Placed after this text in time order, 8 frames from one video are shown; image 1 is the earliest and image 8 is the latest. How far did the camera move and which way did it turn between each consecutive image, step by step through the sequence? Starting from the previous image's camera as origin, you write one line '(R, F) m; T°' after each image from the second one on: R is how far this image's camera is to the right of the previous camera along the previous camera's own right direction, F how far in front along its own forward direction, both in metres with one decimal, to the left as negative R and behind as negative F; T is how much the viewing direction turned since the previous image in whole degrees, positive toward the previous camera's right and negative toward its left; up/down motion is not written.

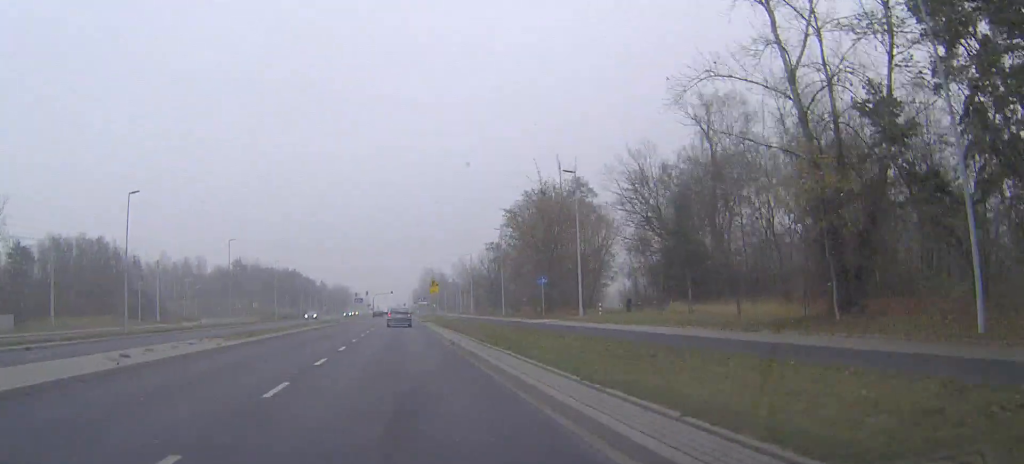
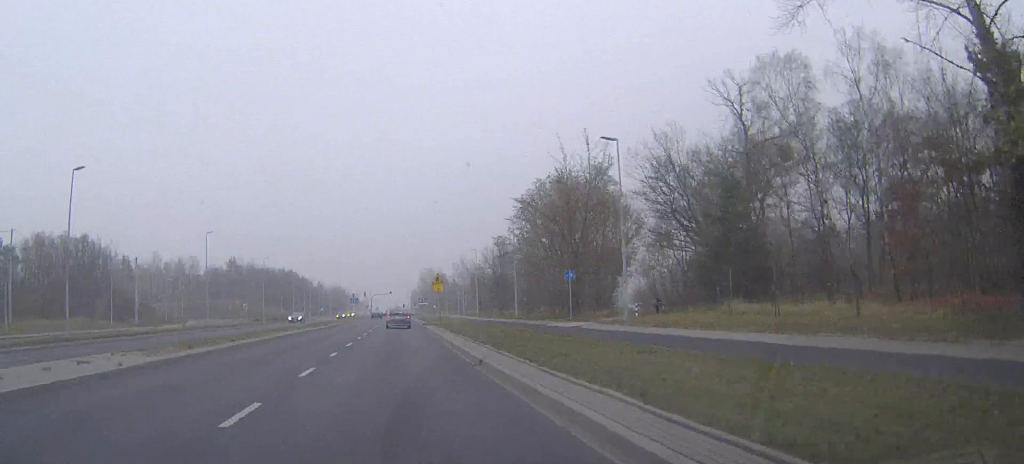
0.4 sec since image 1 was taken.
(0.0, +7.9) m; 0°
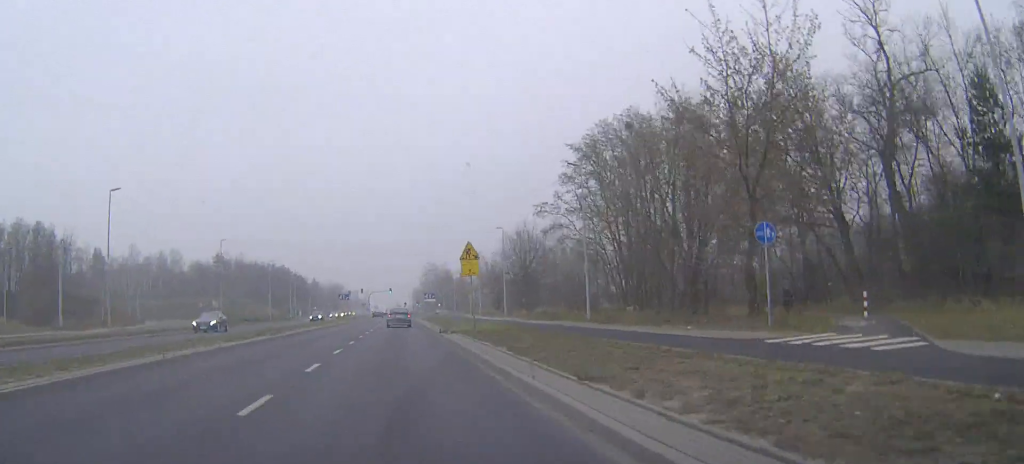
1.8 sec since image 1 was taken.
(+0.1, +23.6) m; 0°
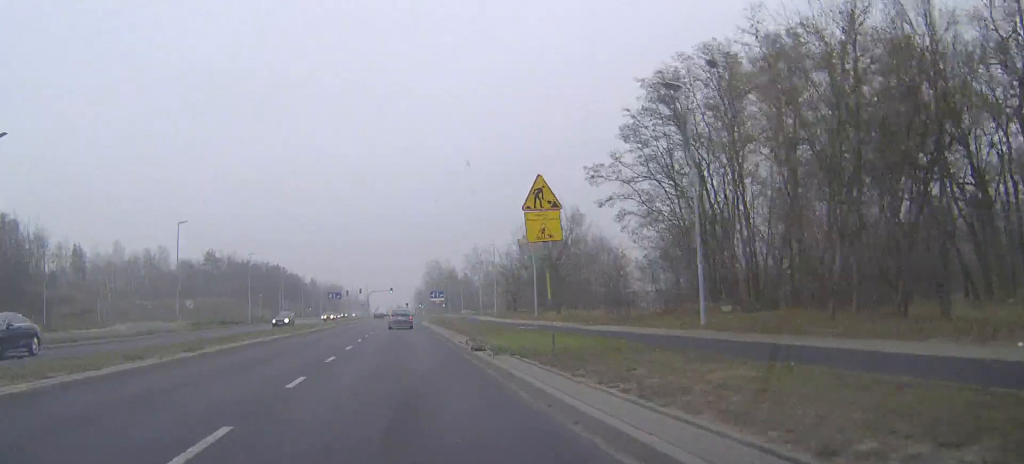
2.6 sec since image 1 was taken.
(0.0, +14.9) m; 0°
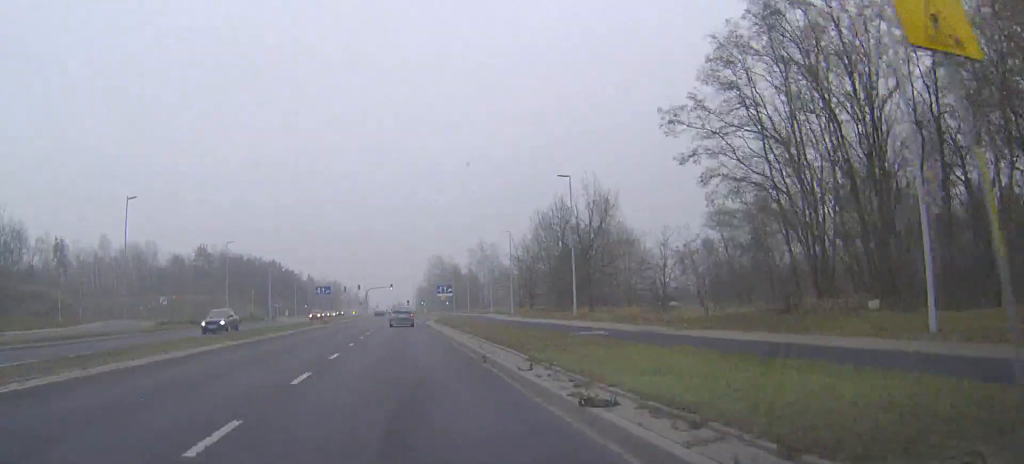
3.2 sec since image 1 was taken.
(0.0, +11.3) m; 0°
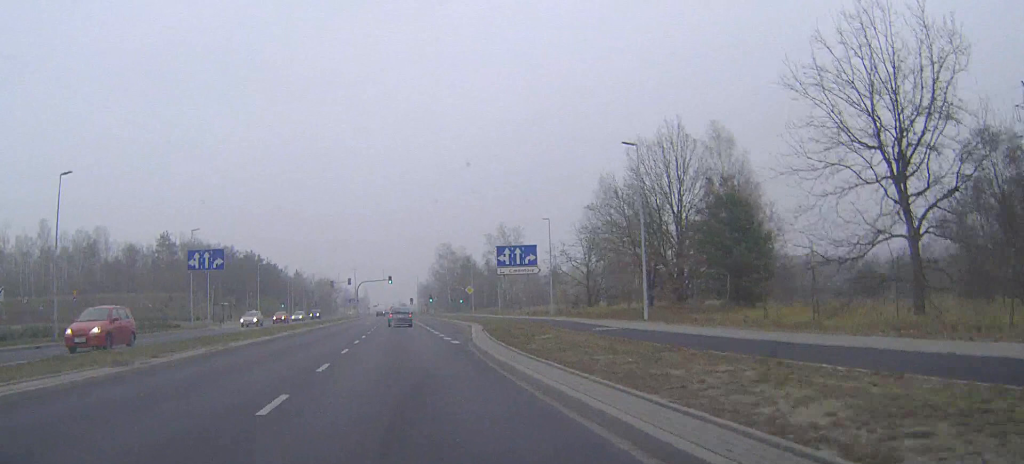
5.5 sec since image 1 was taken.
(0.0, +39.8) m; 0°
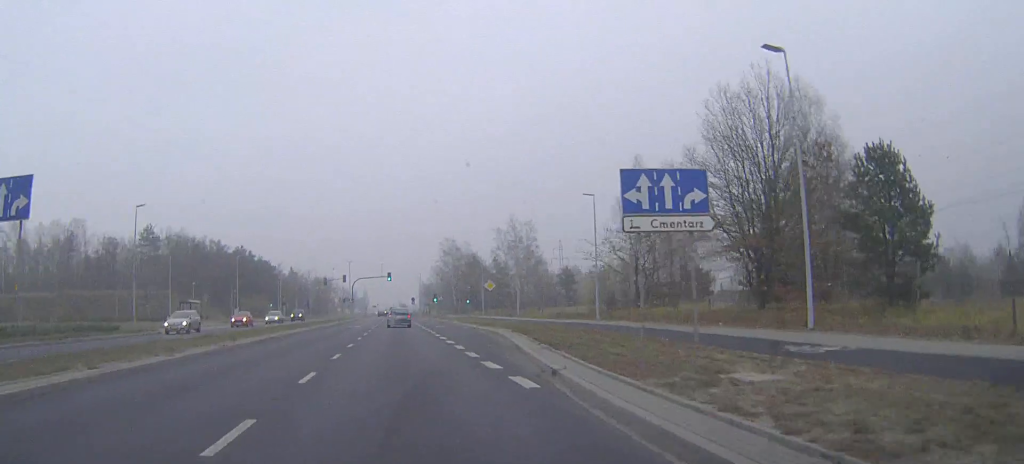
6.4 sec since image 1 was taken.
(0.0, +14.5) m; 0°
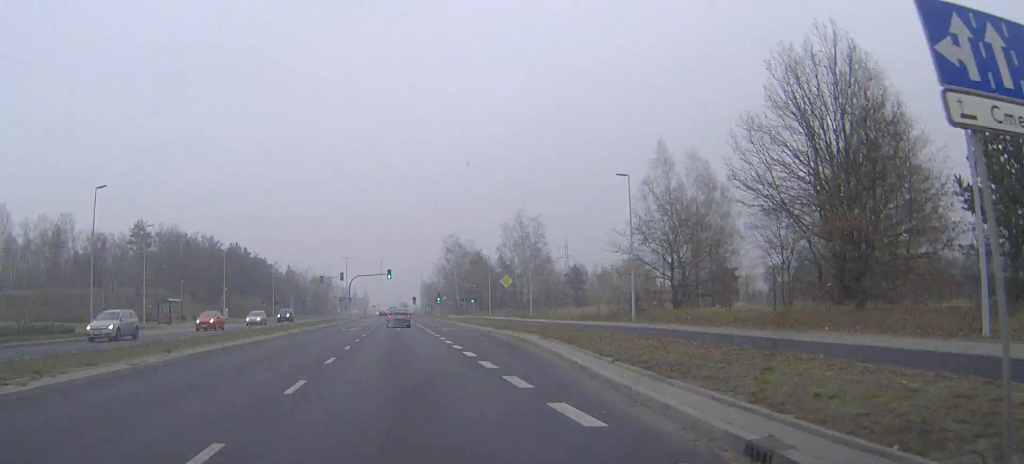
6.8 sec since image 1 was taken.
(0.0, +7.5) m; 0°
